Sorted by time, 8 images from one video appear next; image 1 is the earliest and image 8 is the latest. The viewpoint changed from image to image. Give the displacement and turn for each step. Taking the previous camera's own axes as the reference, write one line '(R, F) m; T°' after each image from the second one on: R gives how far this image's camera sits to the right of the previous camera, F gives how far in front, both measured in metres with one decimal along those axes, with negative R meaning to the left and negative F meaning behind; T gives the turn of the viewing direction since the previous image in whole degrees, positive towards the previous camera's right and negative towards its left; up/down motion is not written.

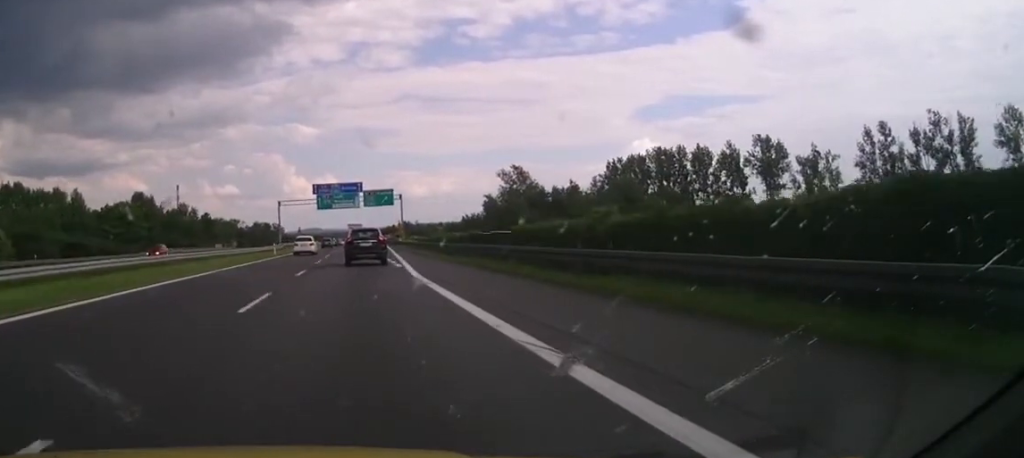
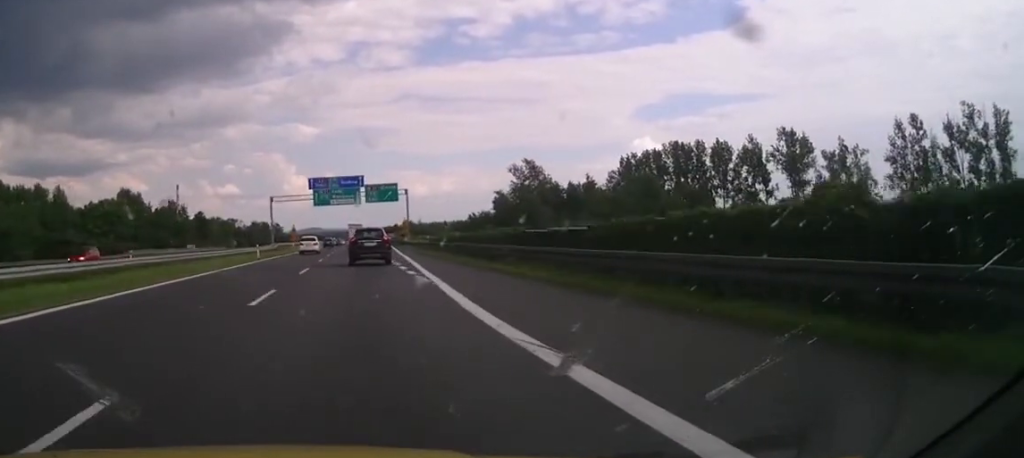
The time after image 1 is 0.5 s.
(-0.2, +11.4) m; 0°
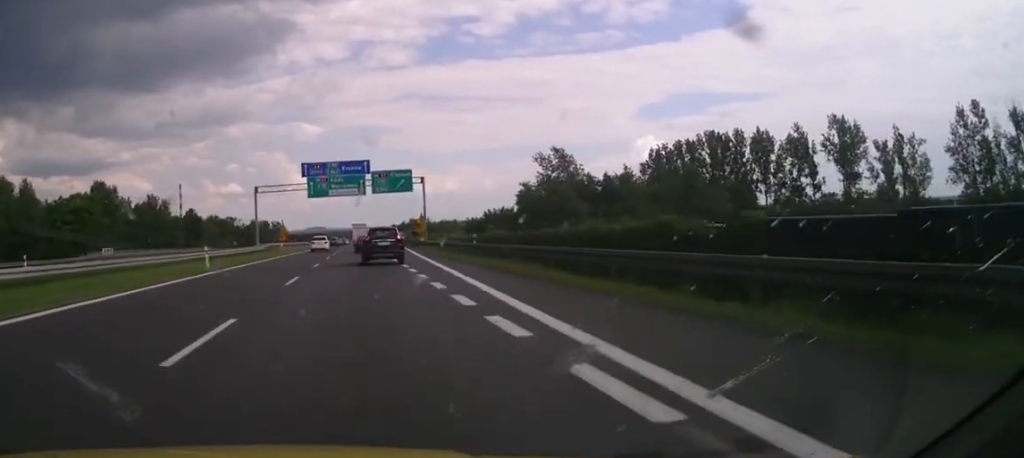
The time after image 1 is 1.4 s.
(+0.2, +19.3) m; +1°
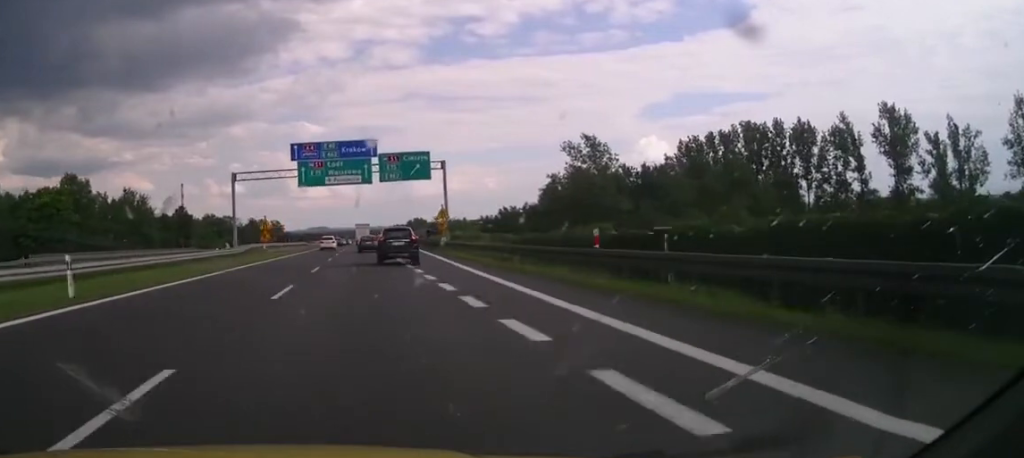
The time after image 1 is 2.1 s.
(+0.2, +16.6) m; 0°
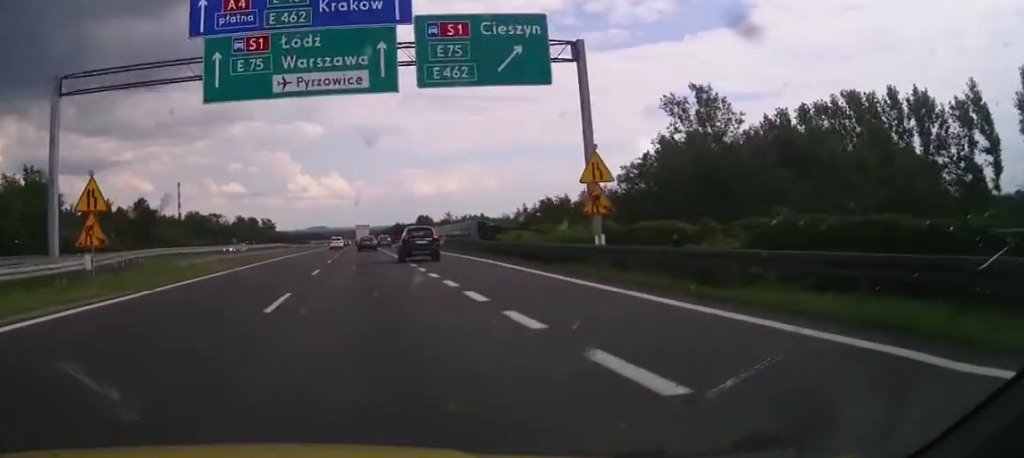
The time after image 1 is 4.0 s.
(-0.5, +38.9) m; -1°
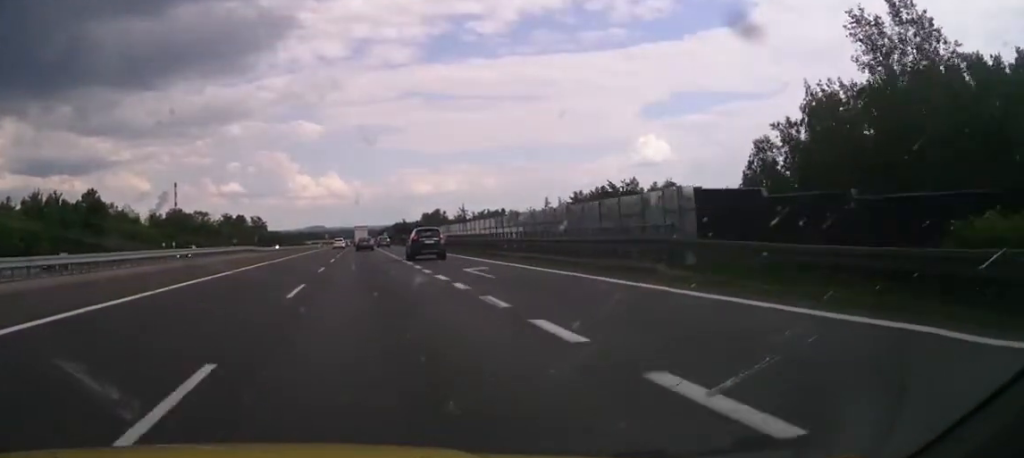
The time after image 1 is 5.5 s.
(0.0, +32.0) m; 0°
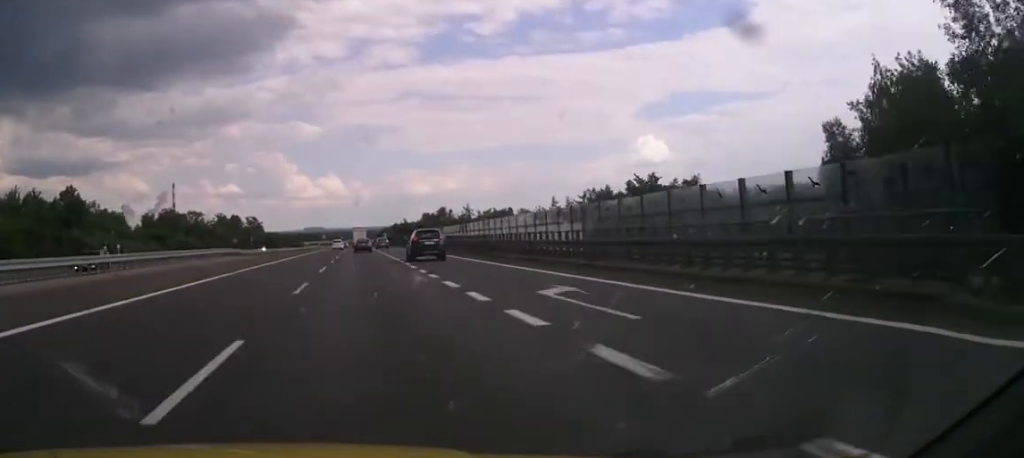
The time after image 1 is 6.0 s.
(0.0, +9.7) m; 0°
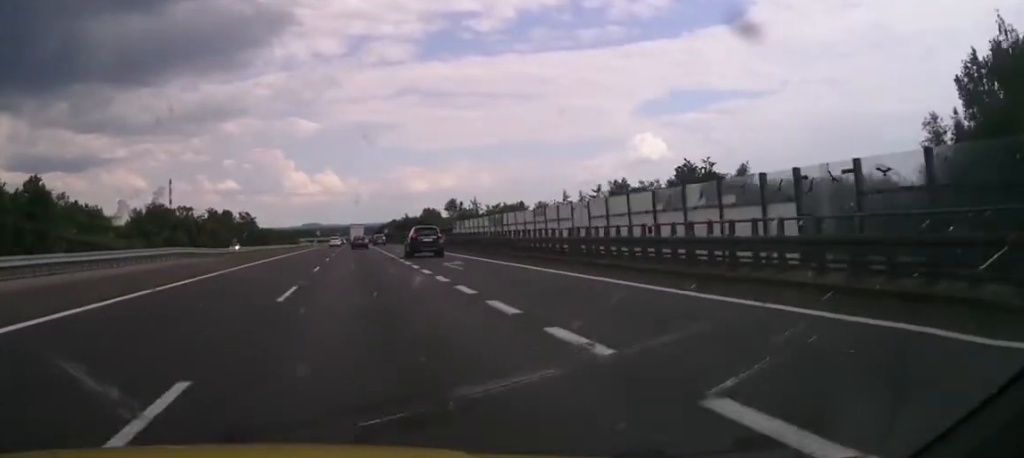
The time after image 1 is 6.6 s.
(0.0, +13.8) m; +1°
